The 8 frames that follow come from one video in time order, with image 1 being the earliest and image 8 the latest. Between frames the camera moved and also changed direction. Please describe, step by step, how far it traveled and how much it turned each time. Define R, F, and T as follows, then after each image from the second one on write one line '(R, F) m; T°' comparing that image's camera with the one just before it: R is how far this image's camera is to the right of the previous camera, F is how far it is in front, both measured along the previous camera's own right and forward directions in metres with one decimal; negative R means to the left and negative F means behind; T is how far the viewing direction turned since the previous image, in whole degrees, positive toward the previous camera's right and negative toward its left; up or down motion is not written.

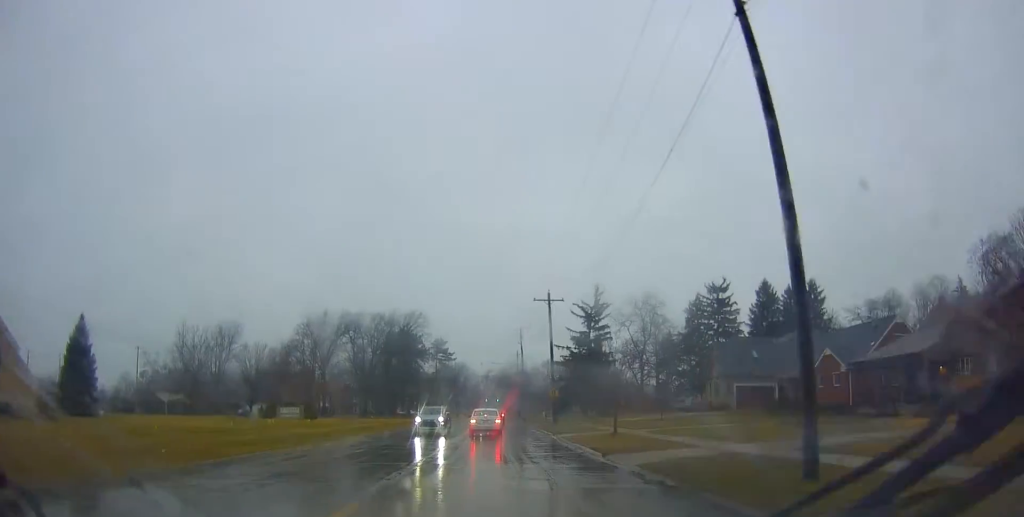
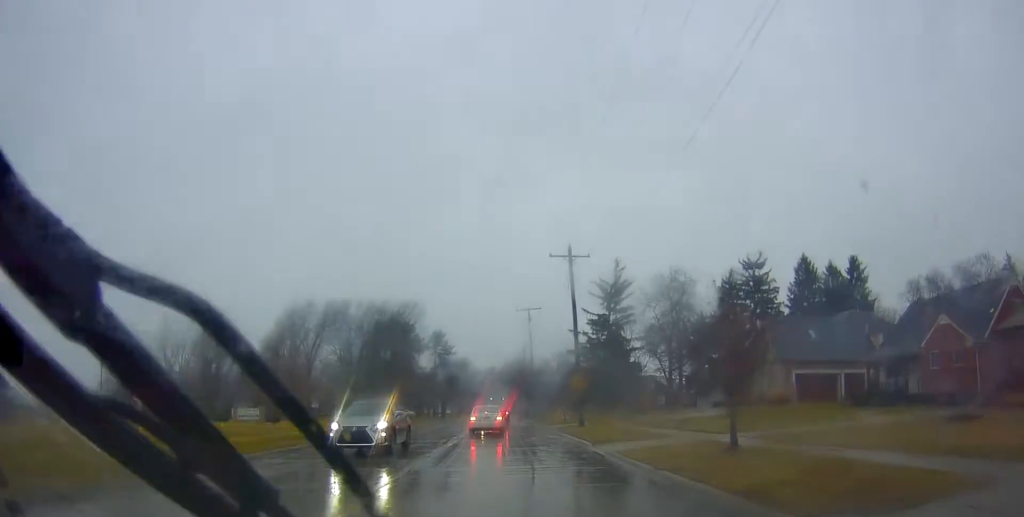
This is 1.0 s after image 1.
(-0.1, +12.7) m; -1°
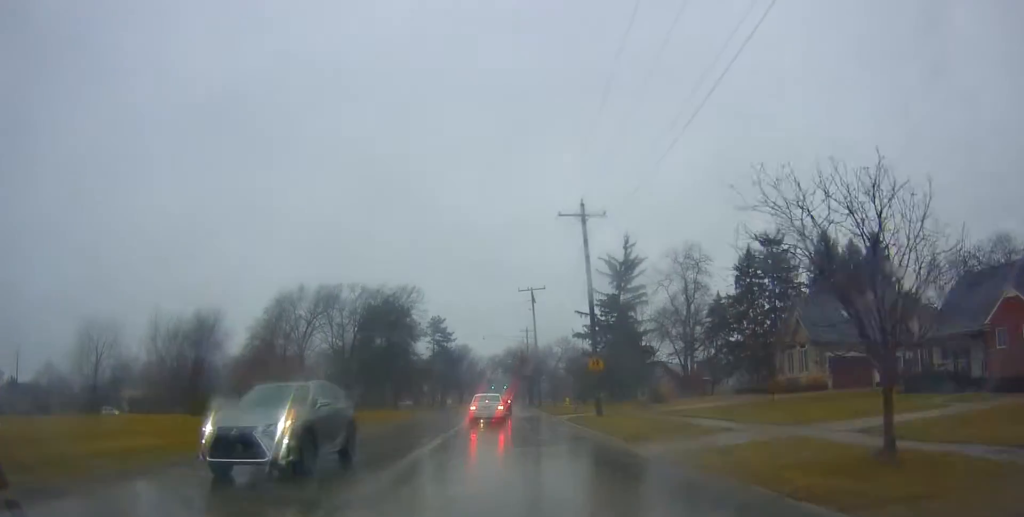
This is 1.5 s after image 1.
(+0.2, +5.5) m; -1°
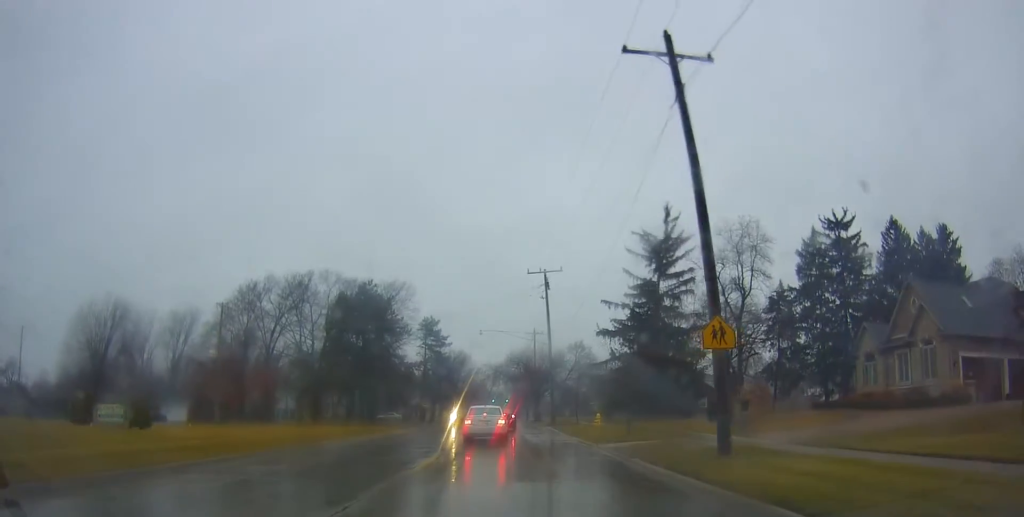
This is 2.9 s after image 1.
(-0.6, +15.7) m; -1°
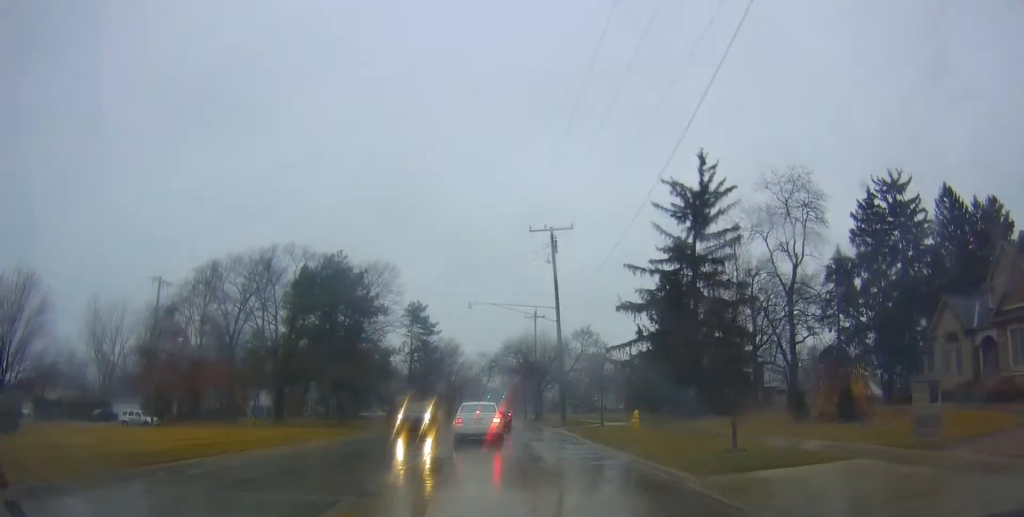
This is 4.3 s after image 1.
(-0.1, +11.4) m; -2°
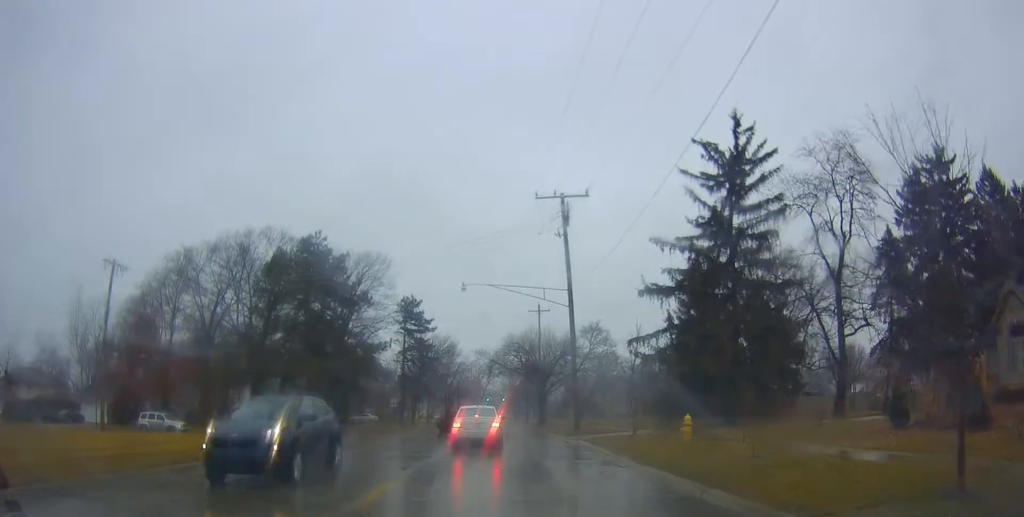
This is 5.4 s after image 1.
(+0.2, +6.9) m; +4°
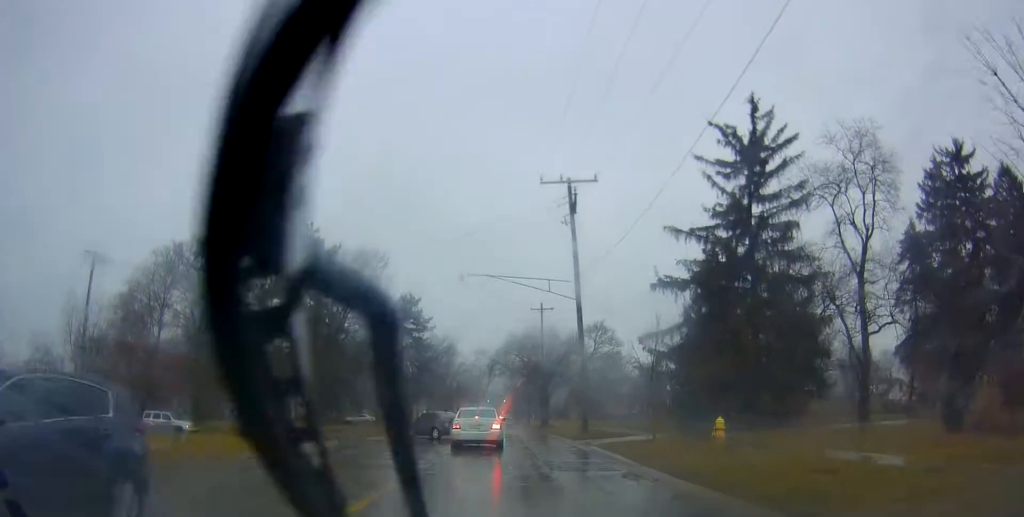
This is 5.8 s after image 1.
(+0.1, +2.5) m; +2°
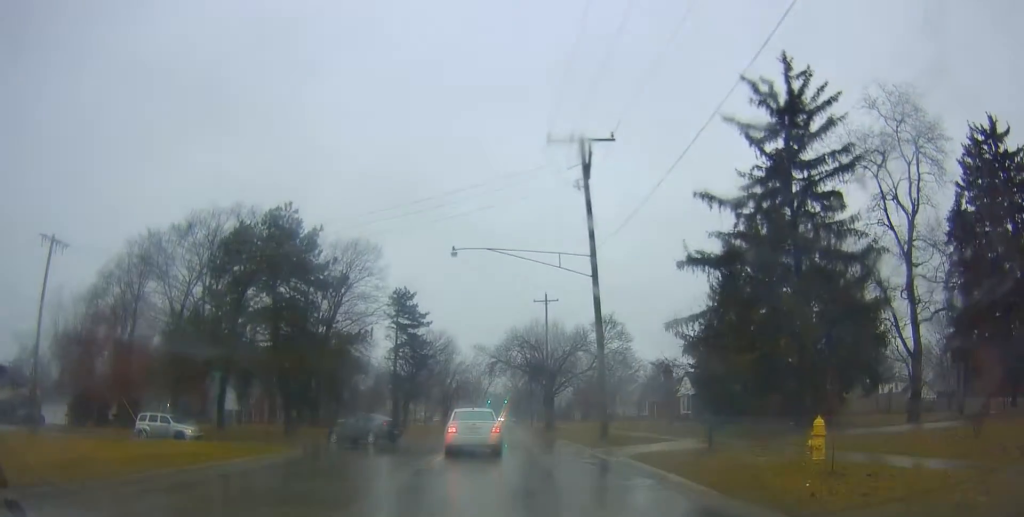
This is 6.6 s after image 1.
(0.0, +4.5) m; -3°
